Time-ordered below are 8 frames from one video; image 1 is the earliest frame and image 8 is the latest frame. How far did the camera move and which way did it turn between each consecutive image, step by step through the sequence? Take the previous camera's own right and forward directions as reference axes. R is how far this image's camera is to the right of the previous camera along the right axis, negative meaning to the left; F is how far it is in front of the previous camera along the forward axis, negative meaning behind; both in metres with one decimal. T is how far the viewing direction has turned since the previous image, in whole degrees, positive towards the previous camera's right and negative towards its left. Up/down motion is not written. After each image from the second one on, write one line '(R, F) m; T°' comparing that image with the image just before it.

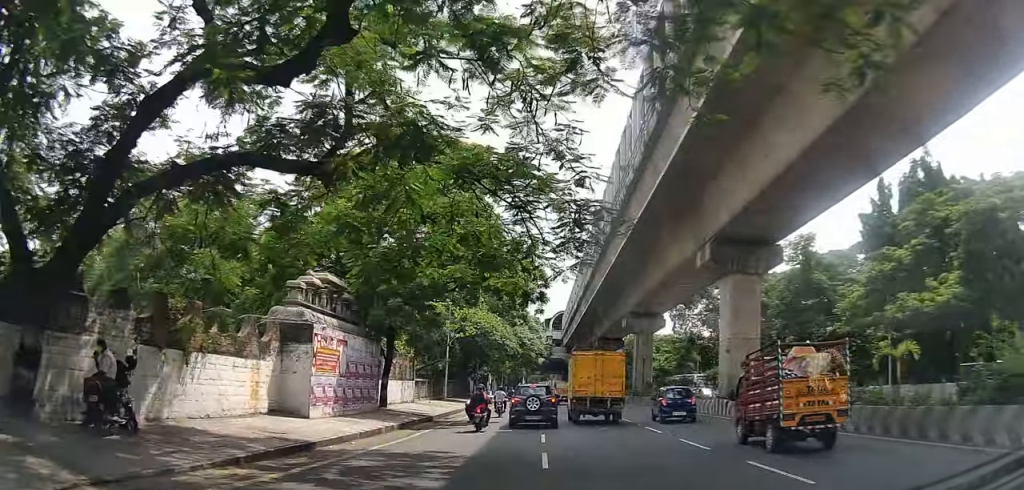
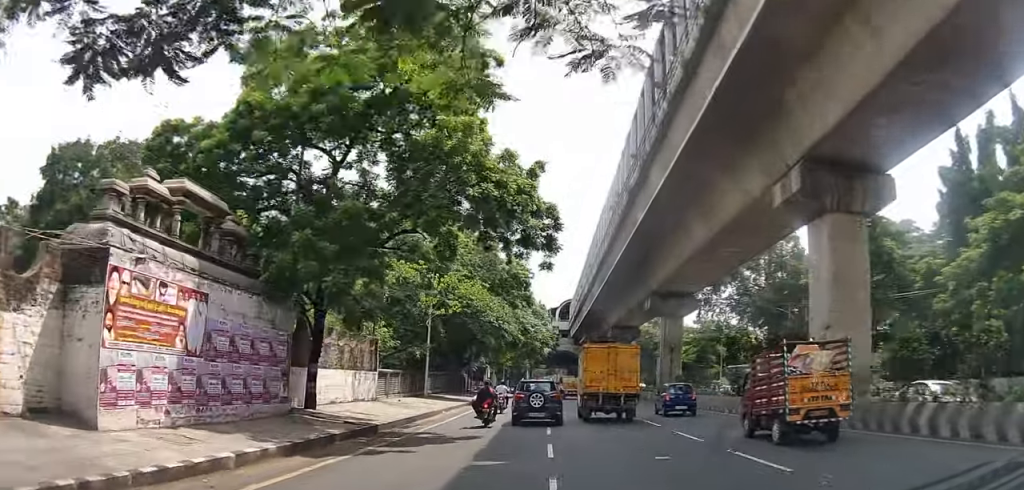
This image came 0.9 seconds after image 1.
(0.0, +13.2) m; 0°
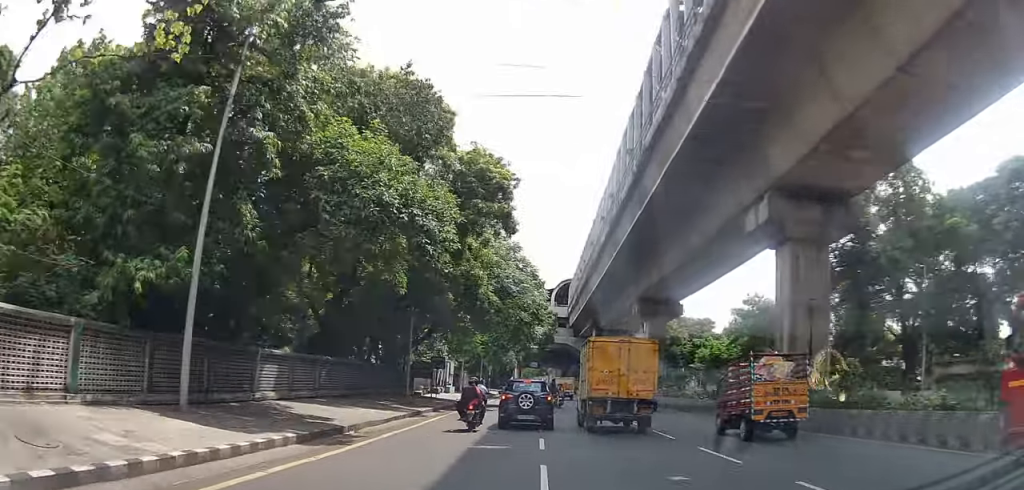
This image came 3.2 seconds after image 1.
(+0.1, +30.2) m; 0°
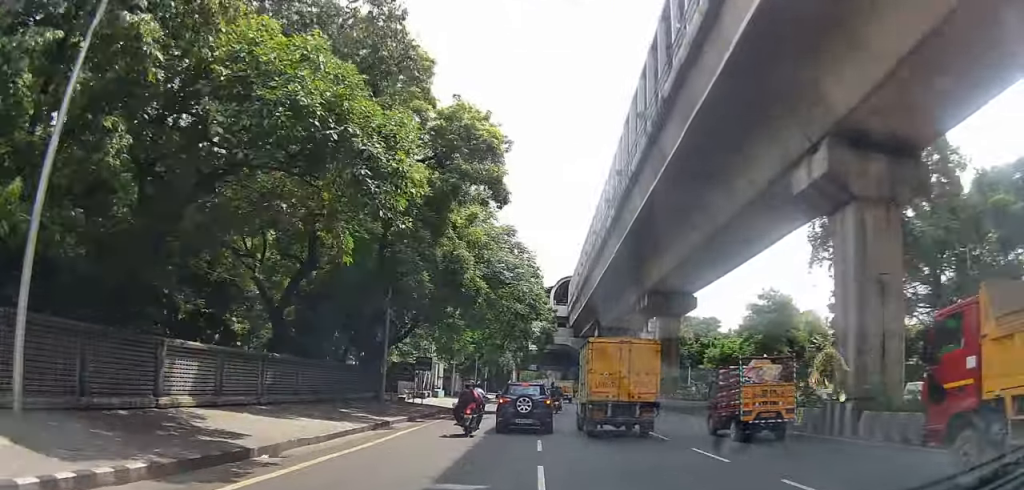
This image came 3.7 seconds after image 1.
(0.0, +5.8) m; 0°
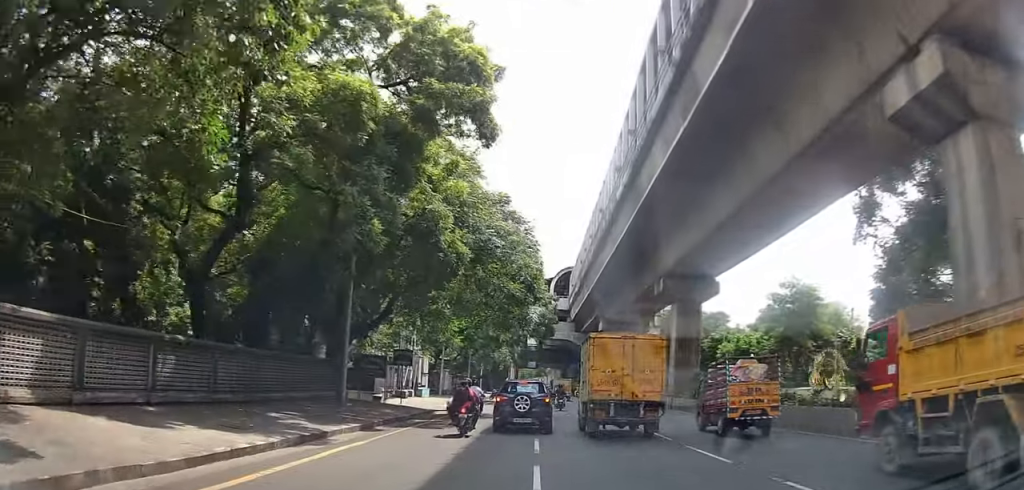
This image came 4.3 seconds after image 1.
(0.0, +6.1) m; 0°
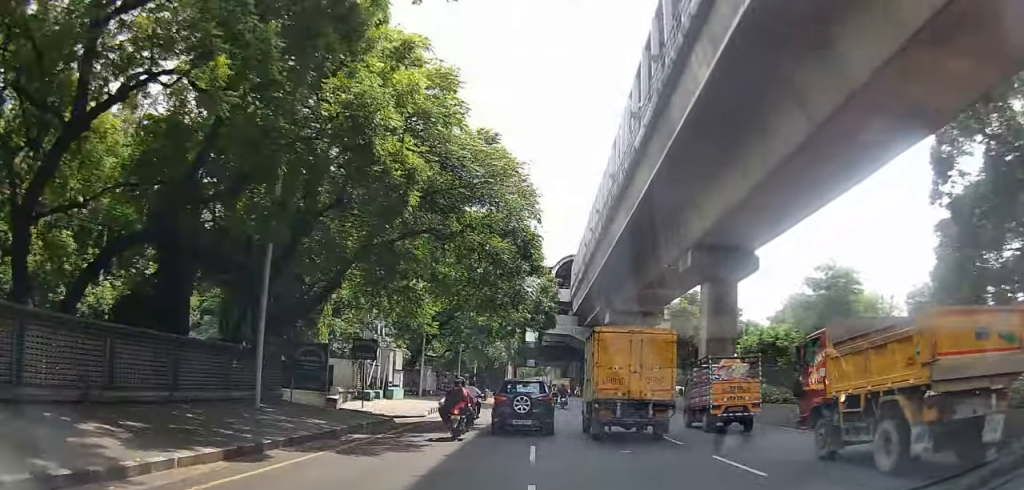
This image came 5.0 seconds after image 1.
(0.0, +8.2) m; -1°
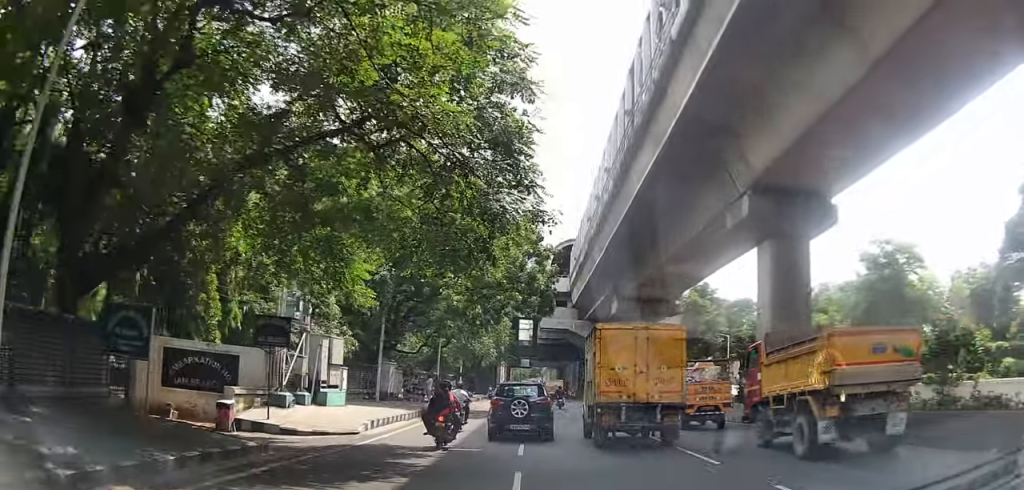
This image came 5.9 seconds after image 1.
(-0.2, +9.3) m; 0°
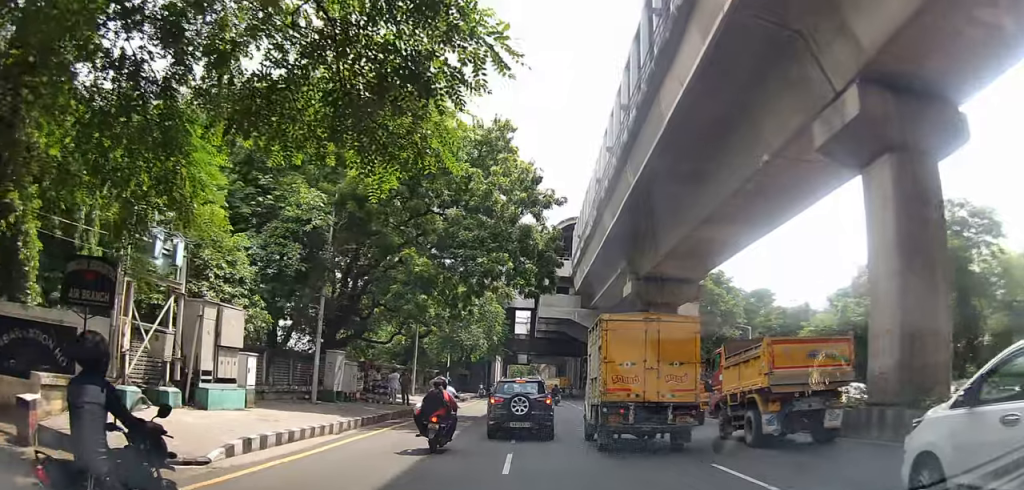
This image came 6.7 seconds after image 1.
(+0.2, +7.4) m; 0°
